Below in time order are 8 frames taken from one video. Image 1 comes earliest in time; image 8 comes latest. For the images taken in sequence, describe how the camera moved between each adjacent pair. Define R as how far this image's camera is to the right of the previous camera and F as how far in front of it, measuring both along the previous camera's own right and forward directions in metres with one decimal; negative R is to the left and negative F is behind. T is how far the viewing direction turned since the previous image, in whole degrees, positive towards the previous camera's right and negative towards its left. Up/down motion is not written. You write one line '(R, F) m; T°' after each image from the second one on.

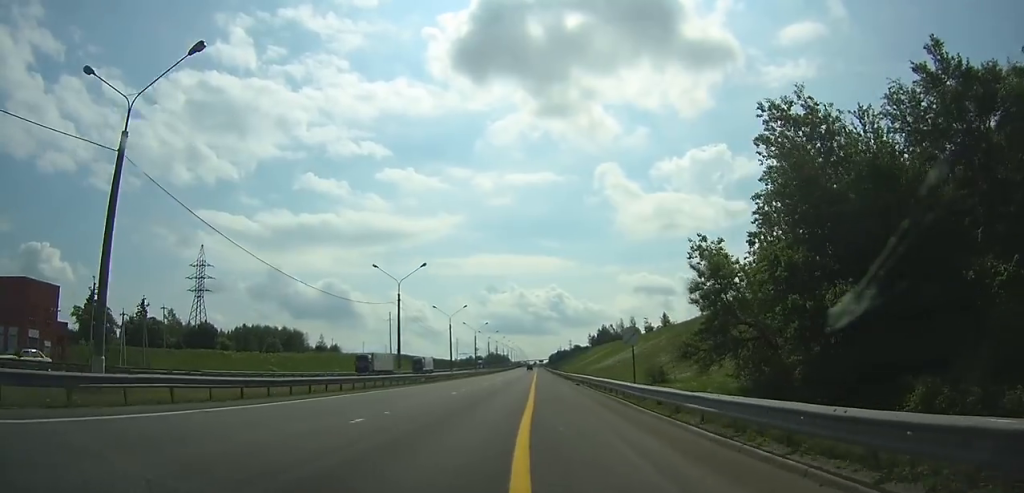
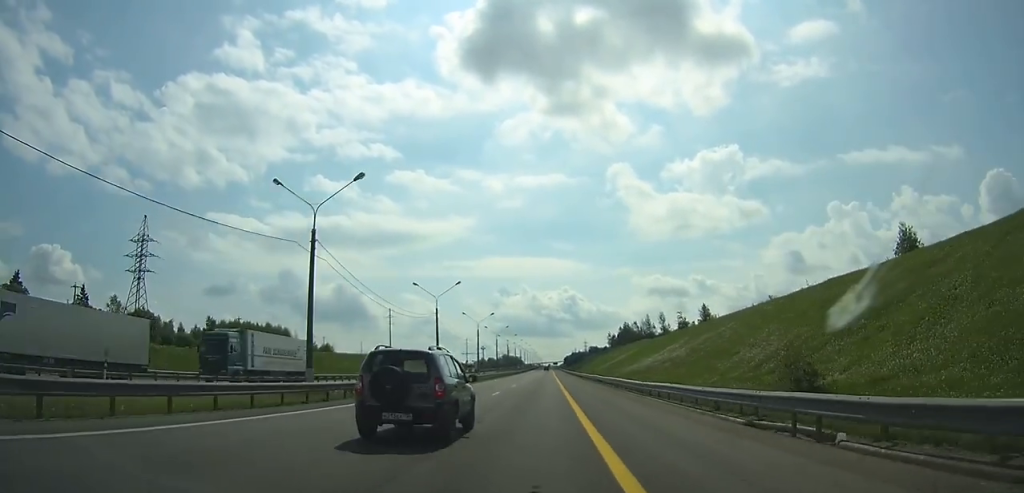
(0.0, +31.7) m; +1°
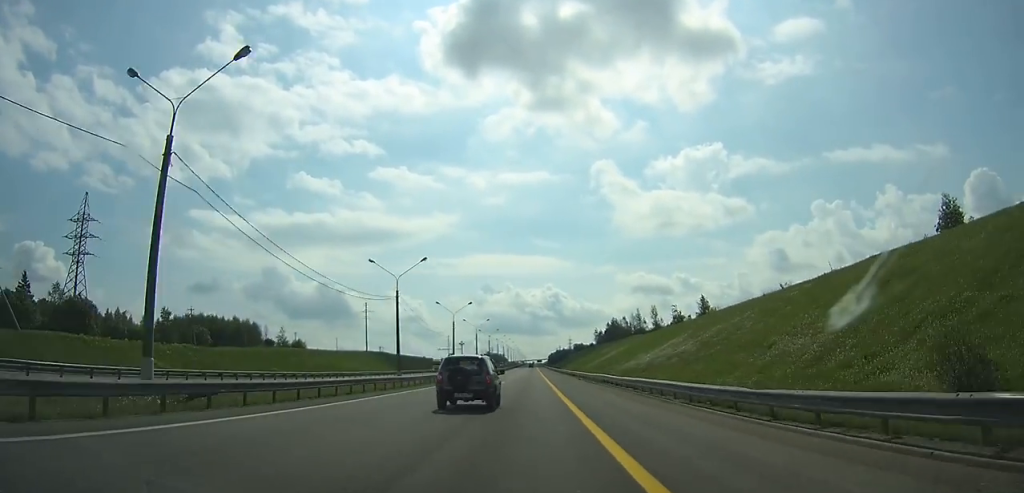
(+0.1, +13.7) m; 0°
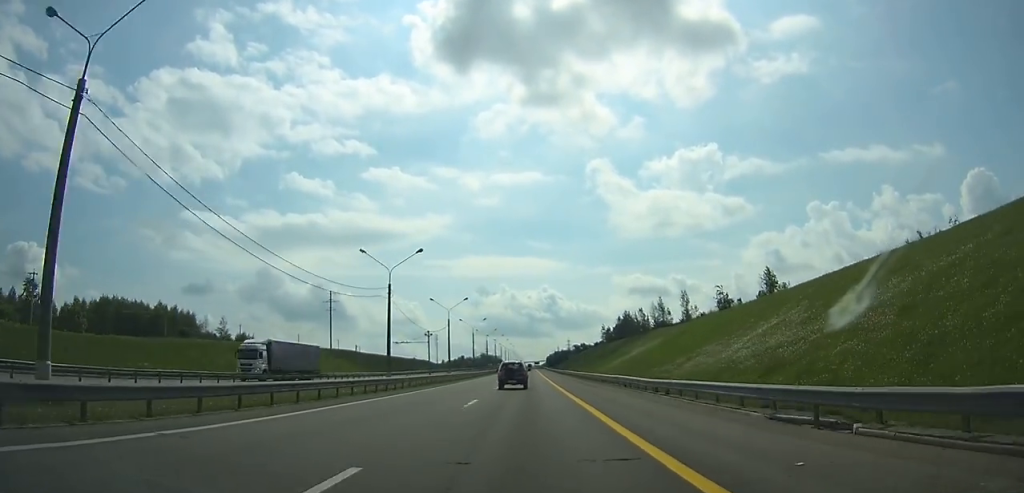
(+0.6, +44.4) m; +1°
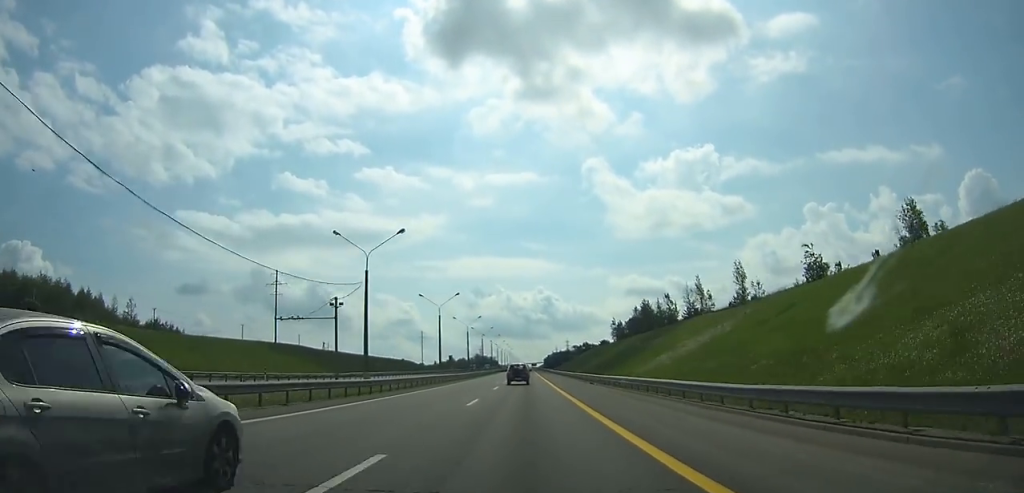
(+0.1, +44.6) m; 0°
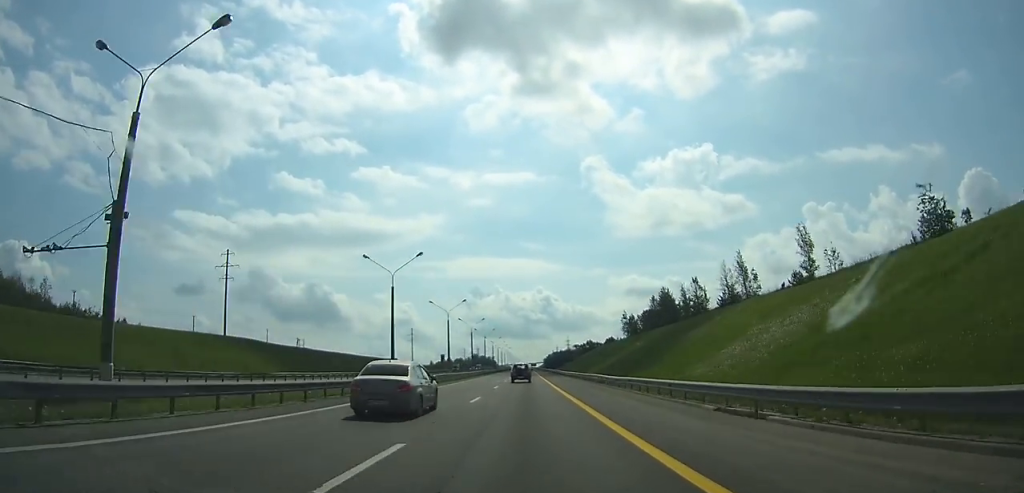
(0.0, +29.3) m; 0°
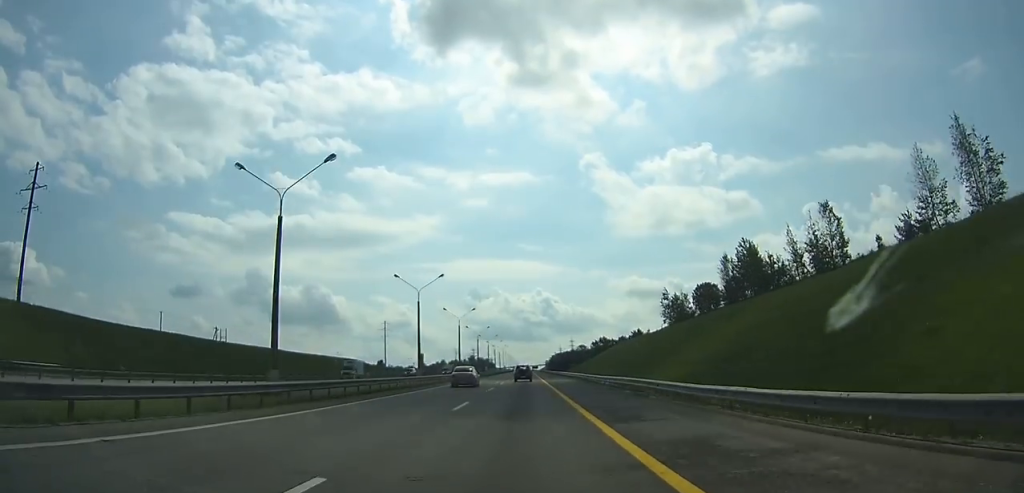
(-0.2, +66.2) m; 0°
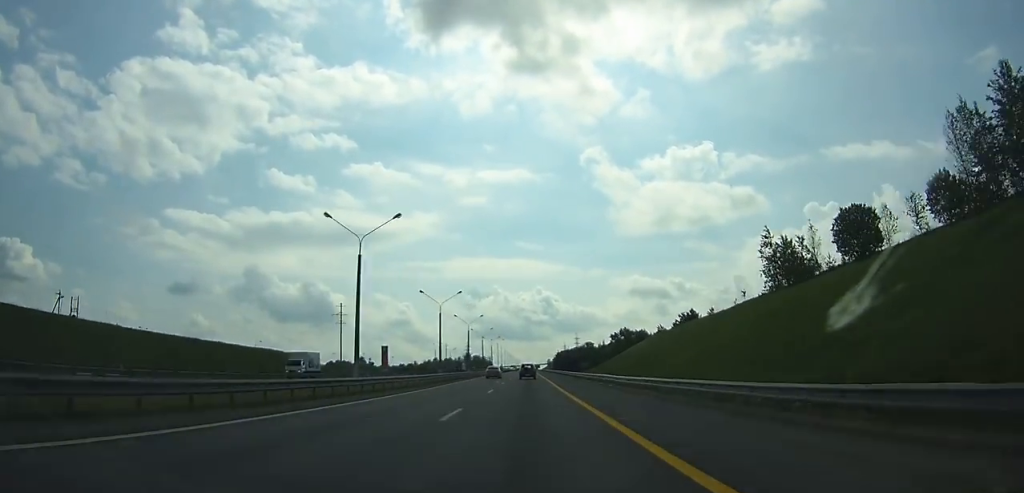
(-0.1, +69.6) m; 0°
